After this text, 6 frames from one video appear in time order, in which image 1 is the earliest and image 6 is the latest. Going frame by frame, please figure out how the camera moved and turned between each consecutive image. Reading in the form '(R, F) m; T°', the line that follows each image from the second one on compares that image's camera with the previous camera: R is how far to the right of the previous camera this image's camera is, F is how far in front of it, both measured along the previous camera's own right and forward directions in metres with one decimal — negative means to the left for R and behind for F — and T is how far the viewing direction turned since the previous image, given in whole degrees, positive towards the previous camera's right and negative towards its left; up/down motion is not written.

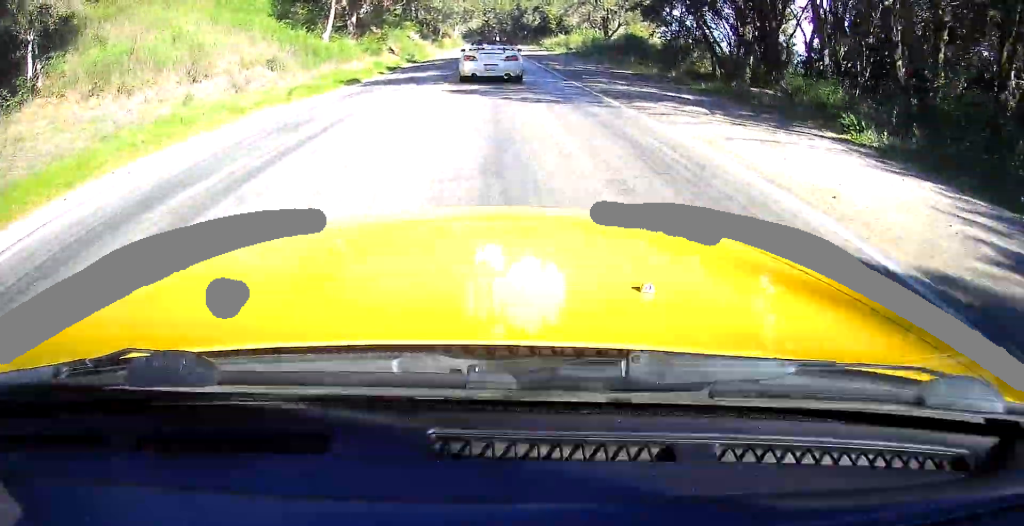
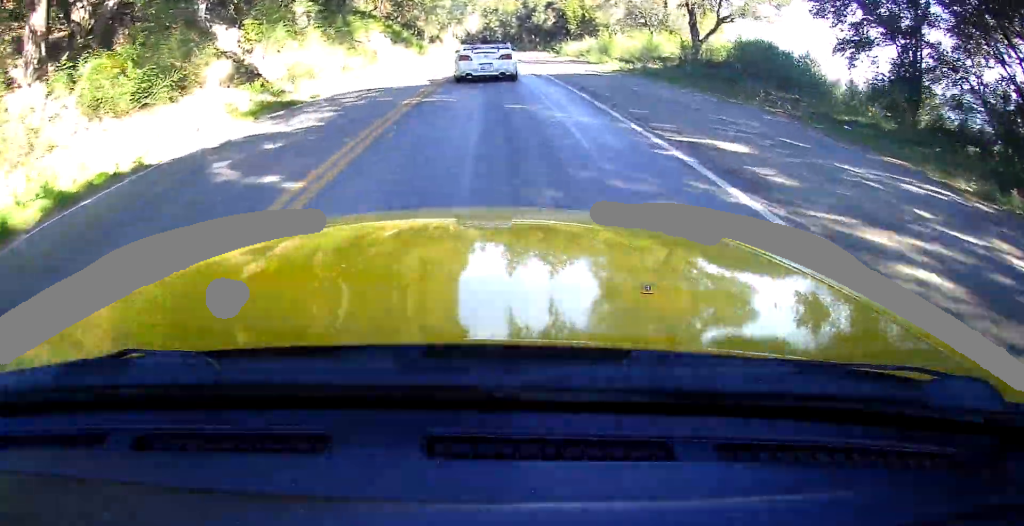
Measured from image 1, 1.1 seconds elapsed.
(-0.4, +25.2) m; 0°
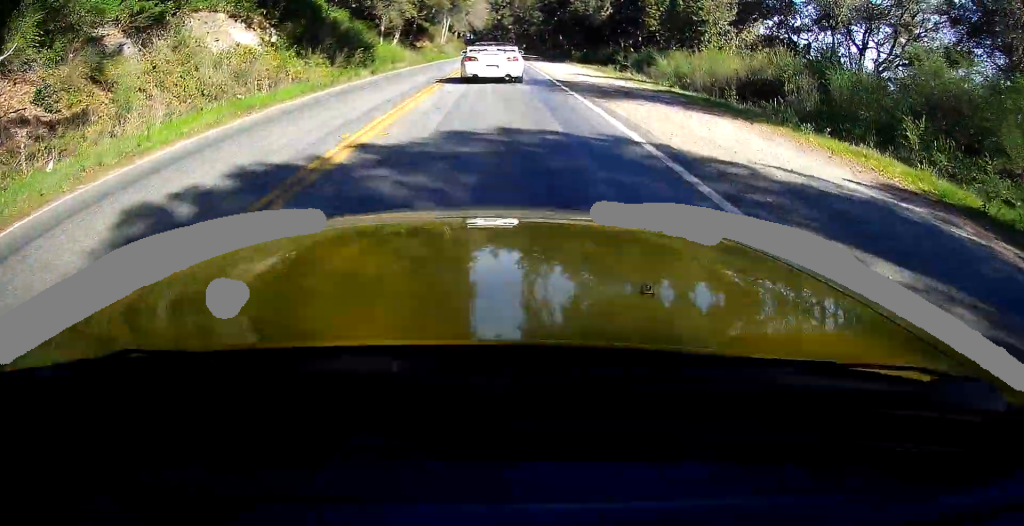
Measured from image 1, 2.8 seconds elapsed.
(+0.2, +37.8) m; 0°
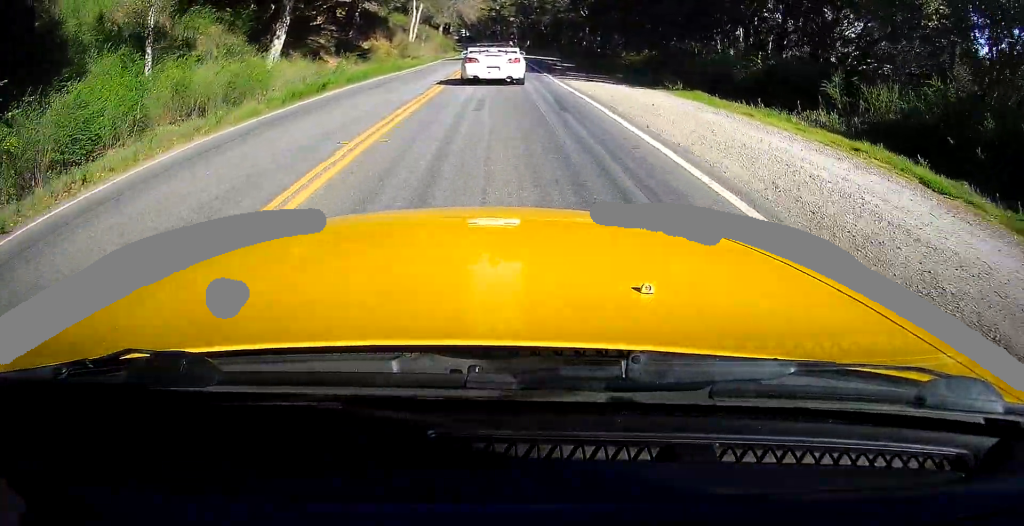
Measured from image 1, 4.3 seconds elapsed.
(+0.3, +30.5) m; 0°
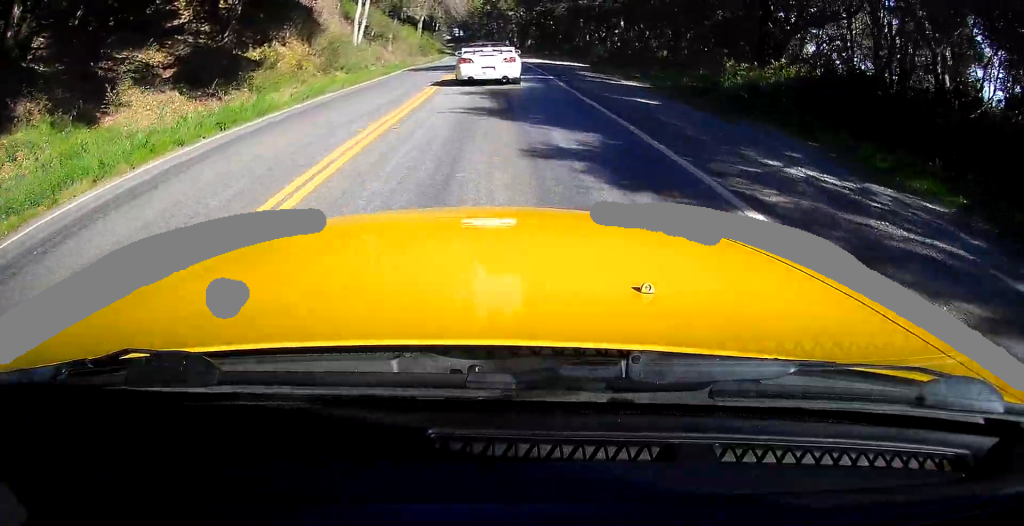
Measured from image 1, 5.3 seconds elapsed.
(-0.5, +20.7) m; -2°
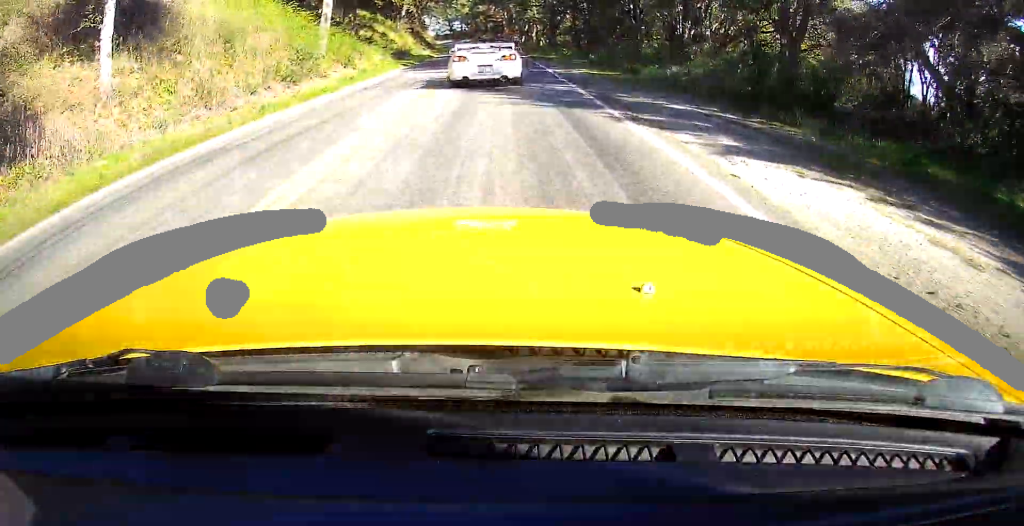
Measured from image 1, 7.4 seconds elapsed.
(+1.3, +41.5) m; +2°
